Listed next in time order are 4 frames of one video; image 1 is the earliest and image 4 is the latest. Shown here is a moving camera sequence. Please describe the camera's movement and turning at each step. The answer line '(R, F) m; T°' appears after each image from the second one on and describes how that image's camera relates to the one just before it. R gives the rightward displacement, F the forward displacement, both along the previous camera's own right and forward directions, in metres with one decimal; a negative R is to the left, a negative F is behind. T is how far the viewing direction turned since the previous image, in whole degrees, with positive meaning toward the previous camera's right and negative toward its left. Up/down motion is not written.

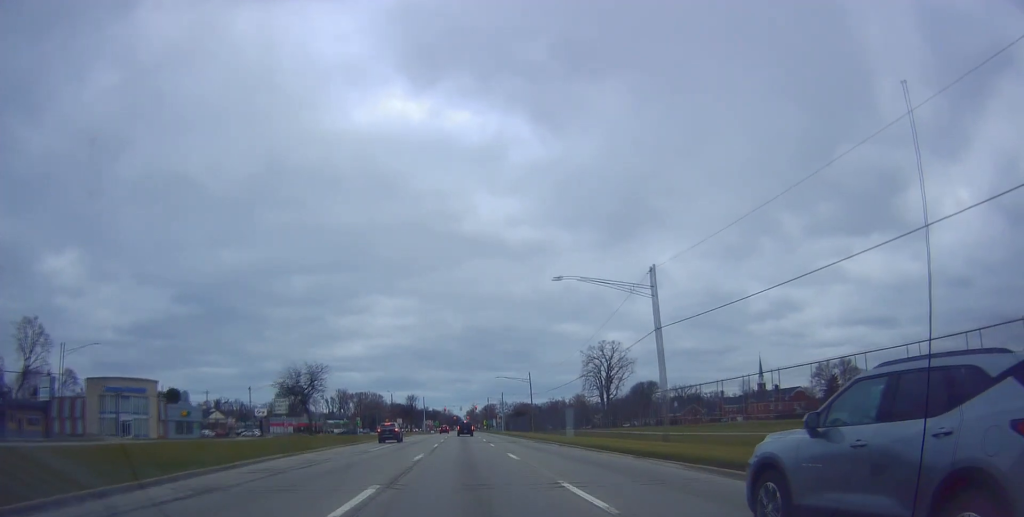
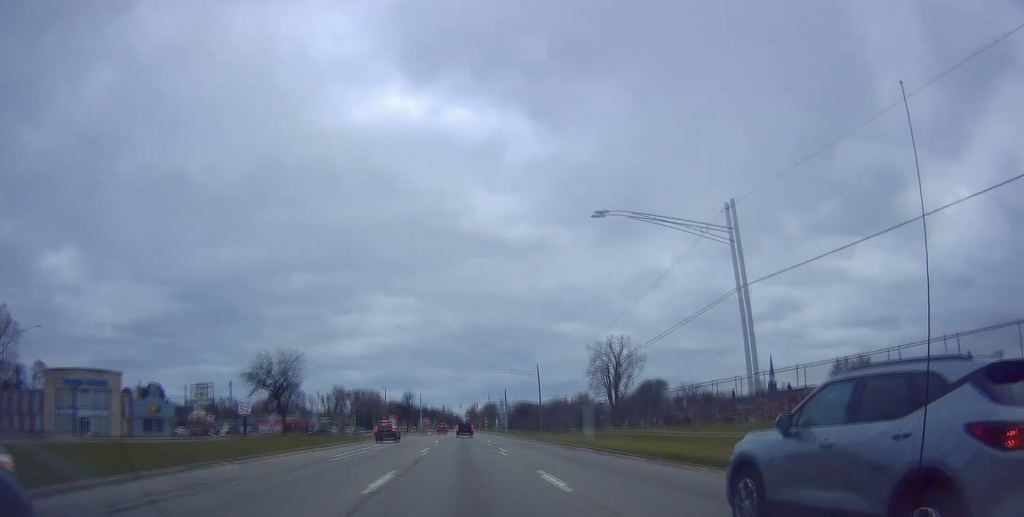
(-0.2, +11.6) m; -1°
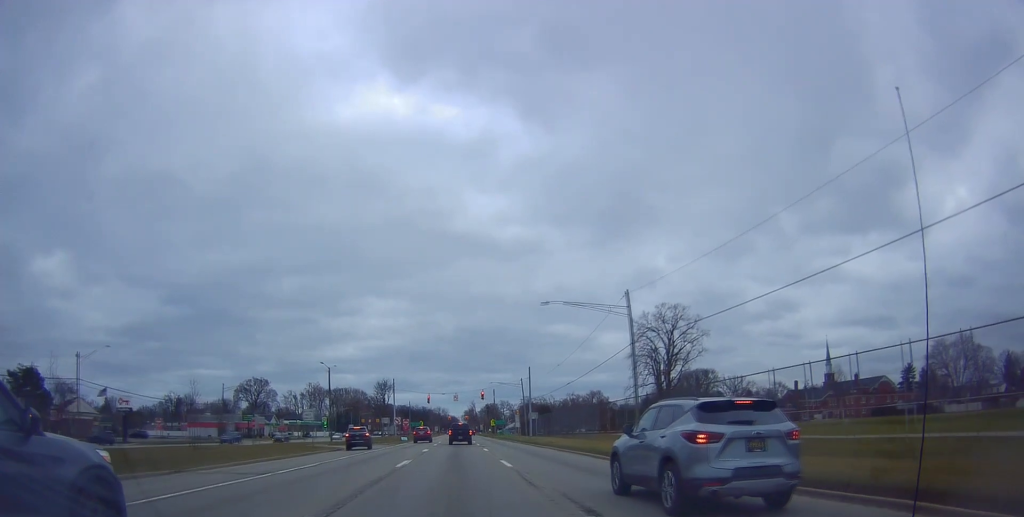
(-0.7, +55.9) m; -1°
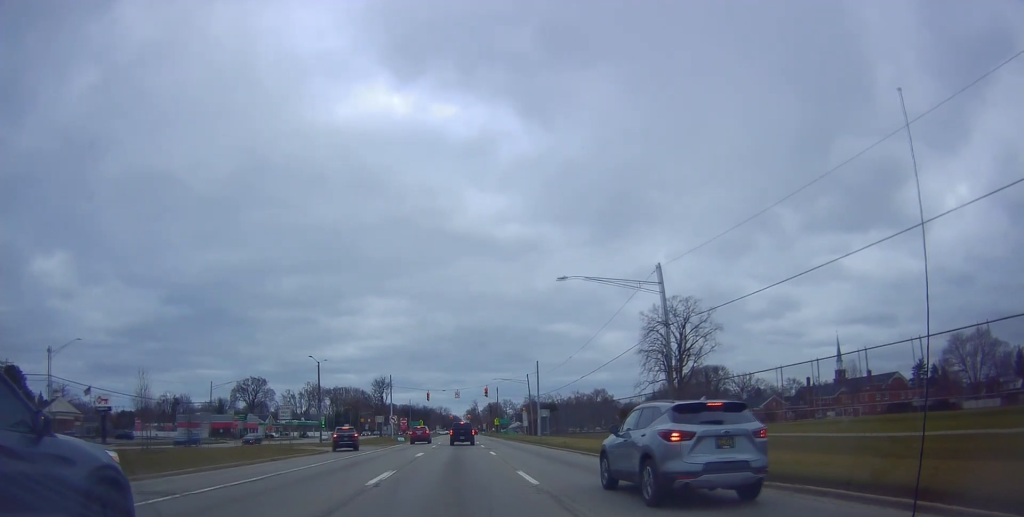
(-0.1, +7.5) m; +1°
